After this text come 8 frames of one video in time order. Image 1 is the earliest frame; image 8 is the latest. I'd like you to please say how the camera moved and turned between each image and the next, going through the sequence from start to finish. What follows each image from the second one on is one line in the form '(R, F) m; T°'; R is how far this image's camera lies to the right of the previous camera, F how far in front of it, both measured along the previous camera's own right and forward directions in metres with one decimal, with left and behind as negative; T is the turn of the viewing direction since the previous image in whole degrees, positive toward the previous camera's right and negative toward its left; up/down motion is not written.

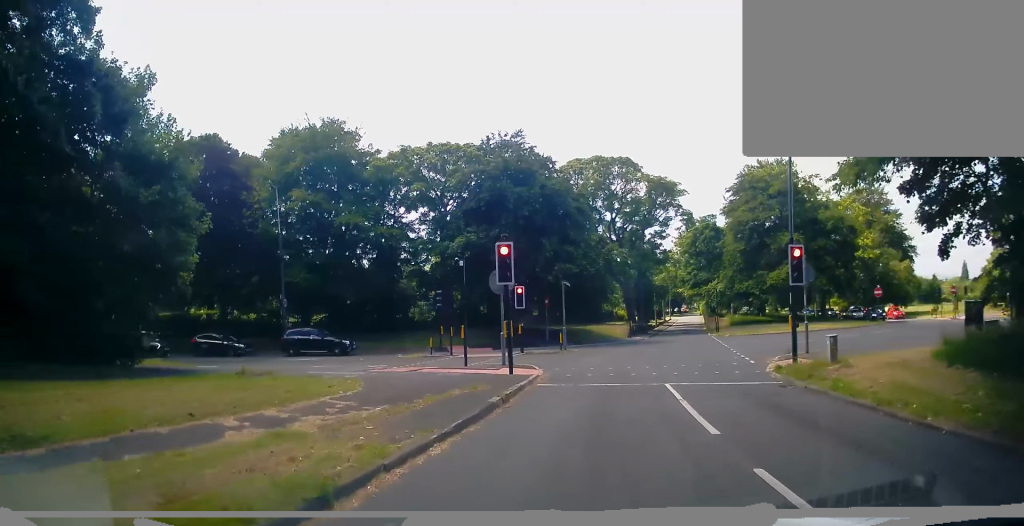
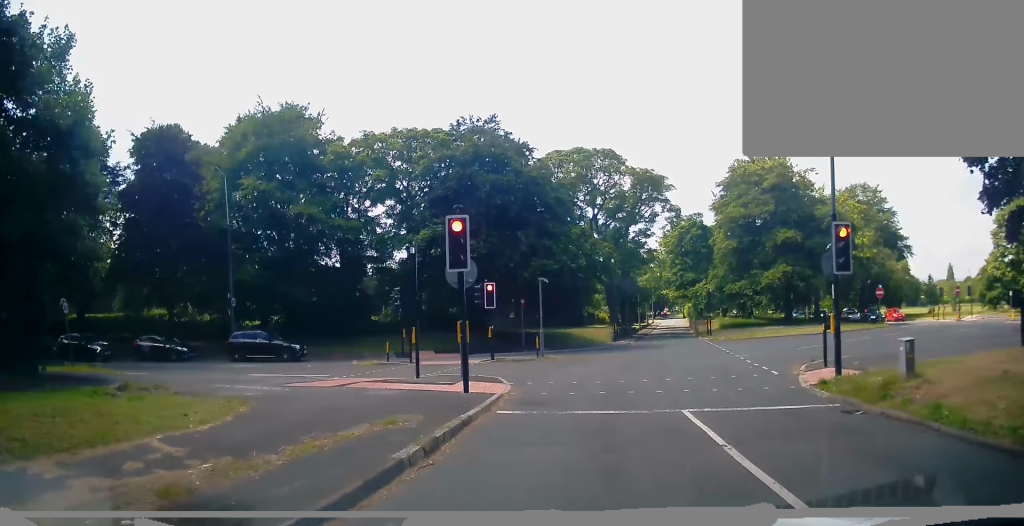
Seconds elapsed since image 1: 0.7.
(+0.2, +5.5) m; +1°
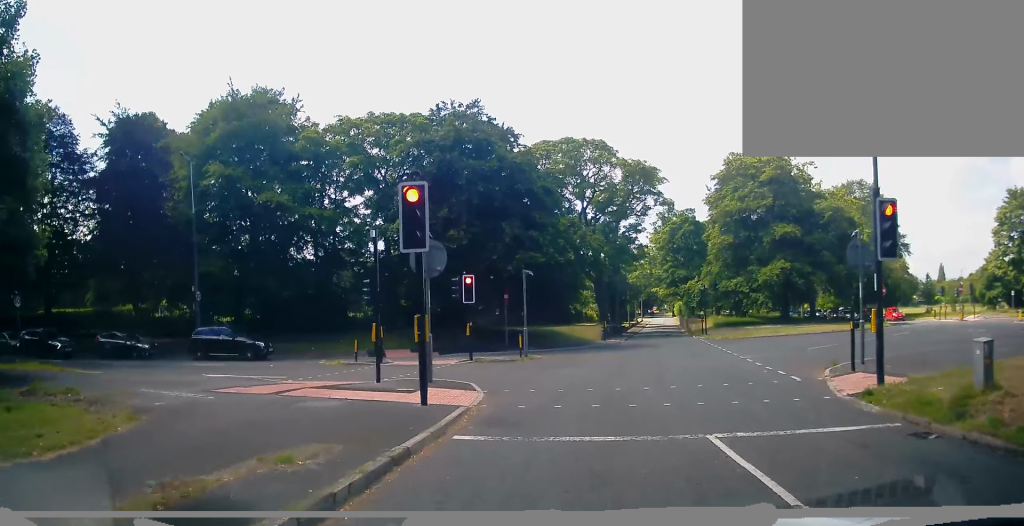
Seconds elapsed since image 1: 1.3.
(0.0, +3.7) m; +1°
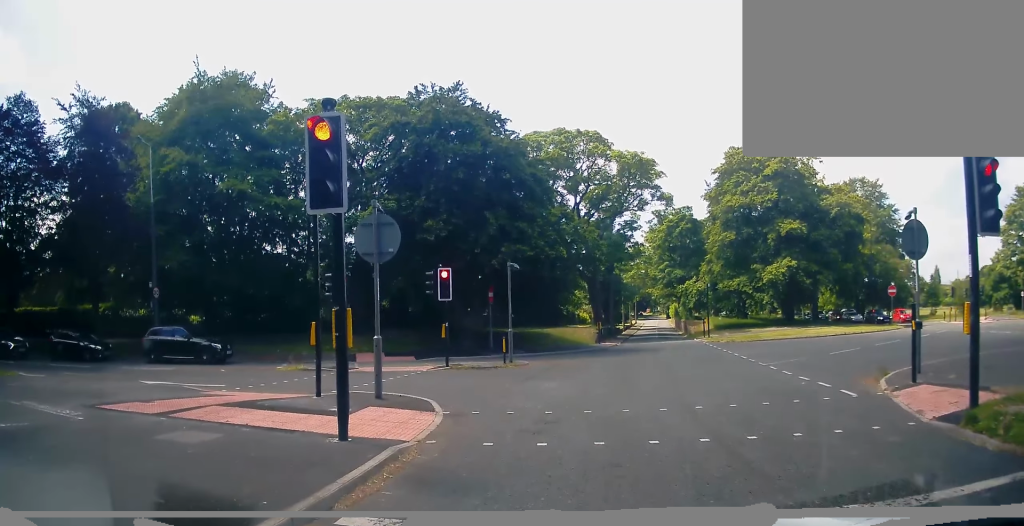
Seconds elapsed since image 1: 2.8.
(+0.3, +6.8) m; +1°
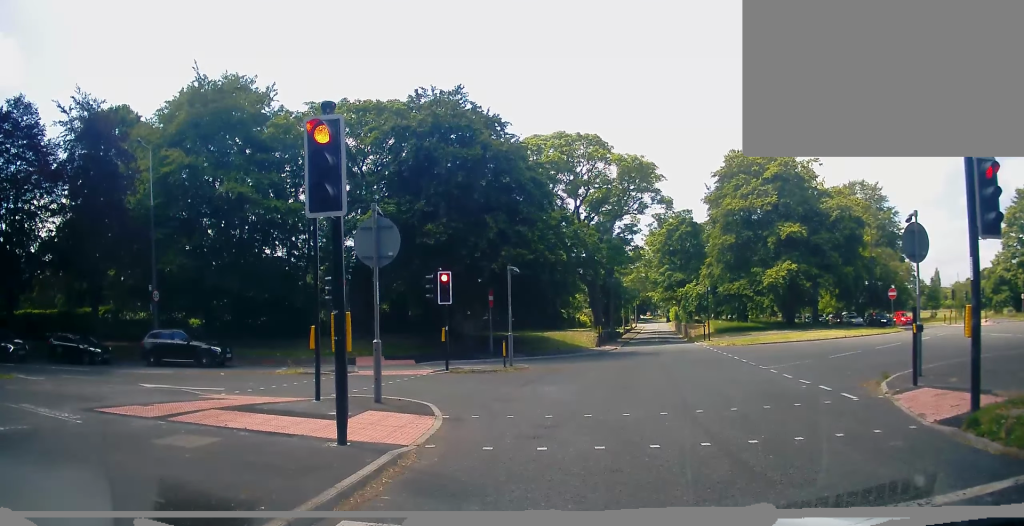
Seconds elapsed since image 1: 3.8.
(-0.4, +1.8) m; 0°
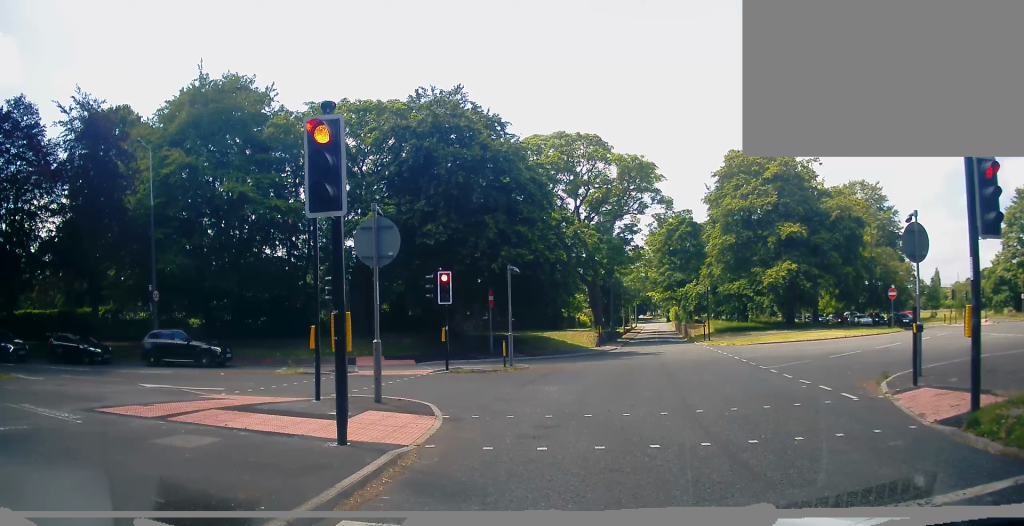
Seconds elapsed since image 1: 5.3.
(-0.3, +0.6) m; 0°
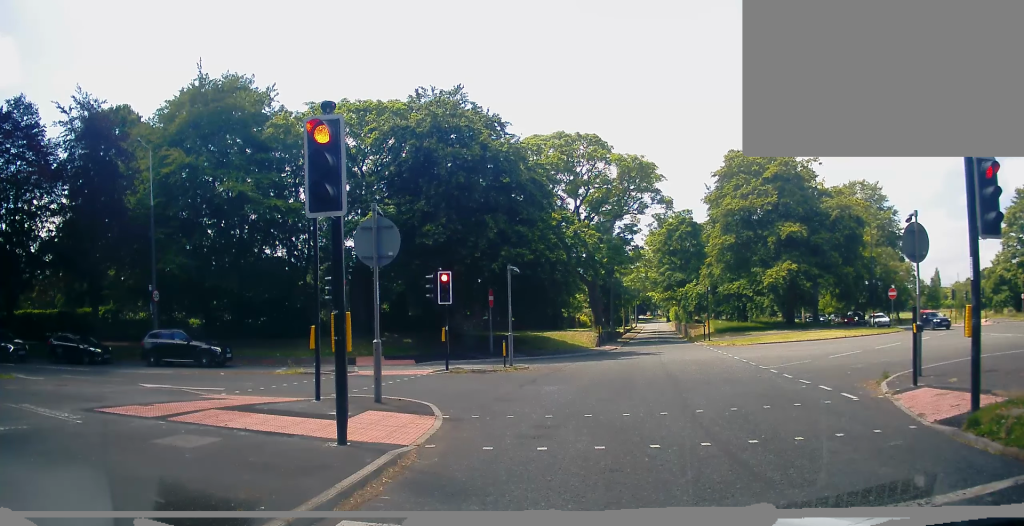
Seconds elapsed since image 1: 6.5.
(-0.1, +0.3) m; 0°
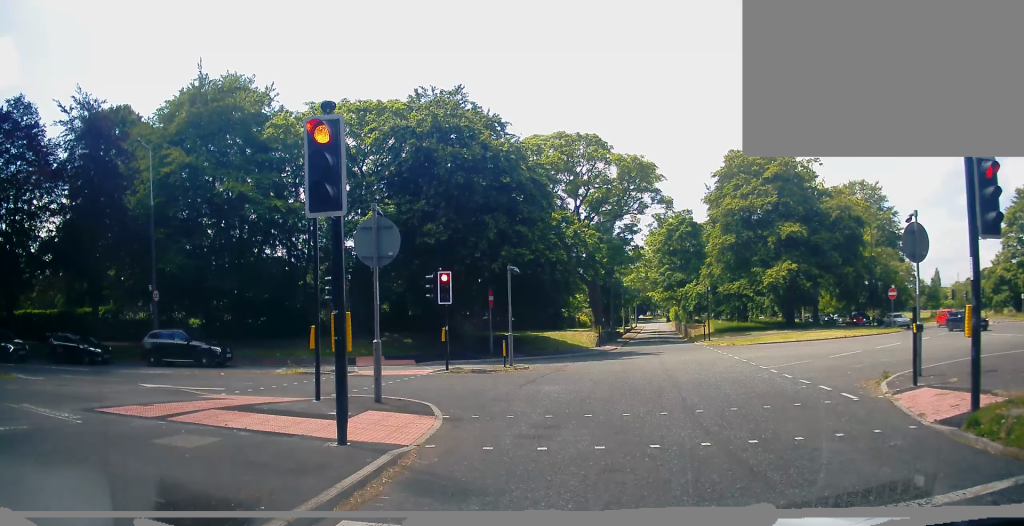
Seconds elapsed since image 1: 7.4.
(0.0, 0.0) m; 0°
